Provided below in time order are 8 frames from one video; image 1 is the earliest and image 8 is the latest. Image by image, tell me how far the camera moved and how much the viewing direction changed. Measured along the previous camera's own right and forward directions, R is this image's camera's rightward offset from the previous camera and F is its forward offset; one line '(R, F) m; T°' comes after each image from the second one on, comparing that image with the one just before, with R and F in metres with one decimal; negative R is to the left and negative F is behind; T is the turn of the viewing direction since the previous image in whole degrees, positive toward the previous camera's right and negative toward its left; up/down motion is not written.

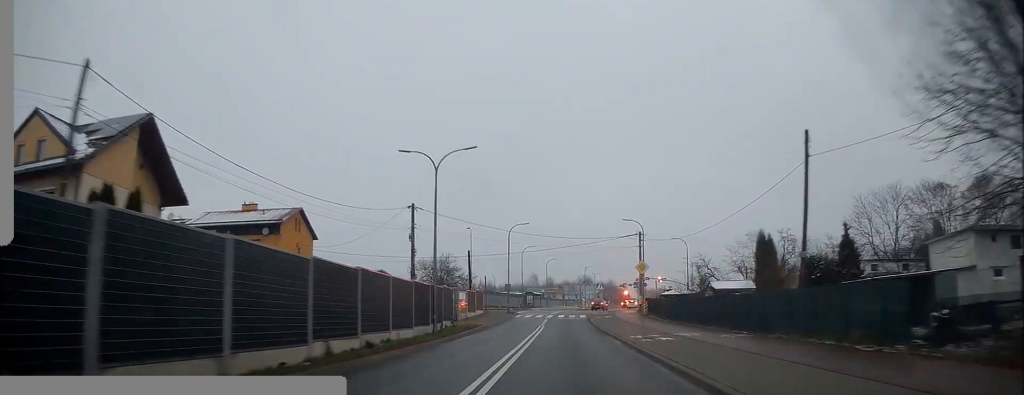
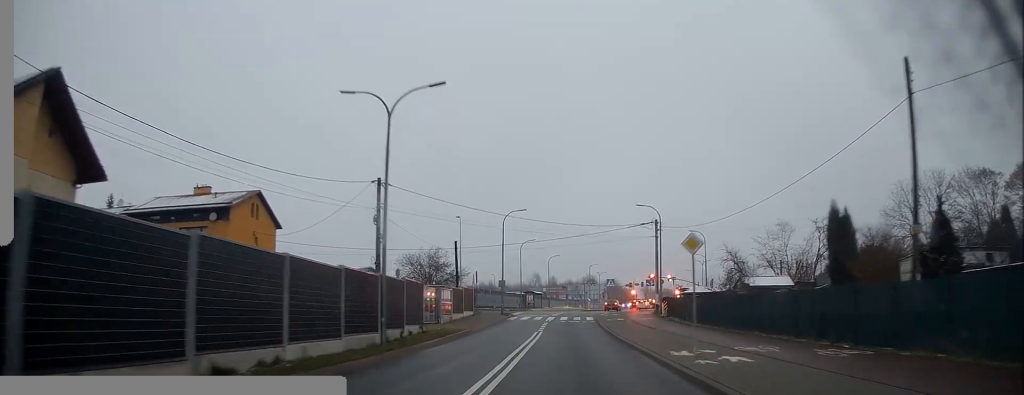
(0.0, +8.7) m; 0°
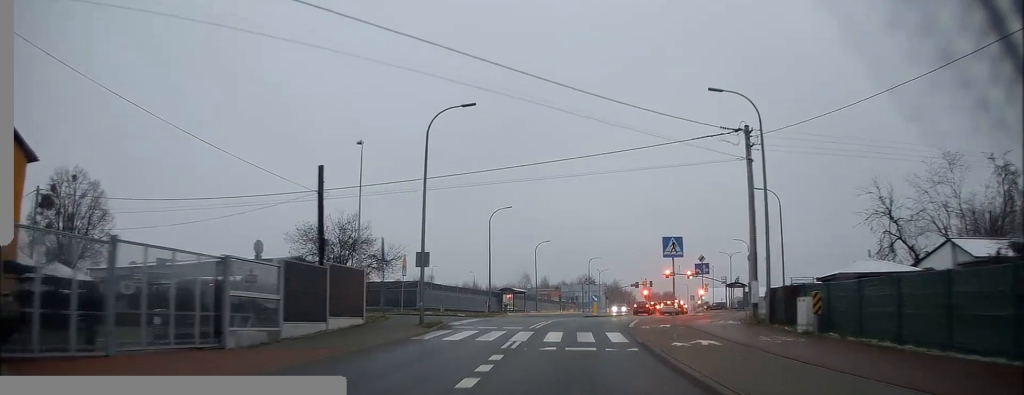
(0.0, +28.1) m; +1°
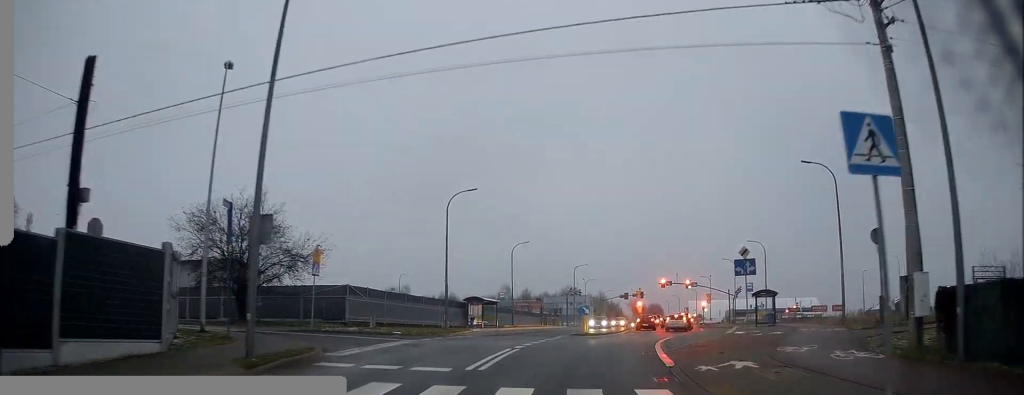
(+0.3, +13.2) m; +2°
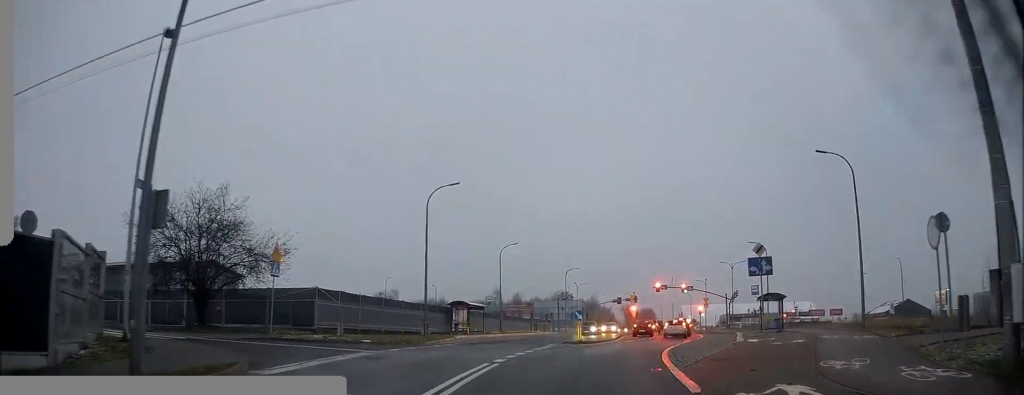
(0.0, +3.5) m; 0°
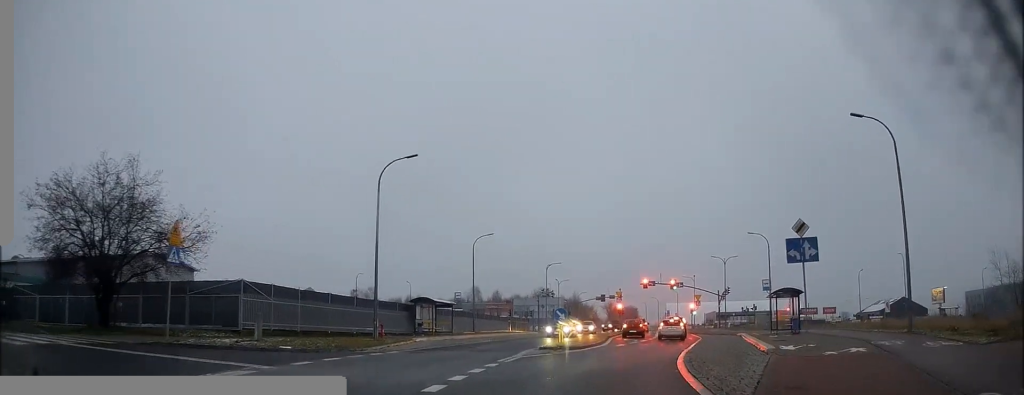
(0.0, +6.0) m; +1°
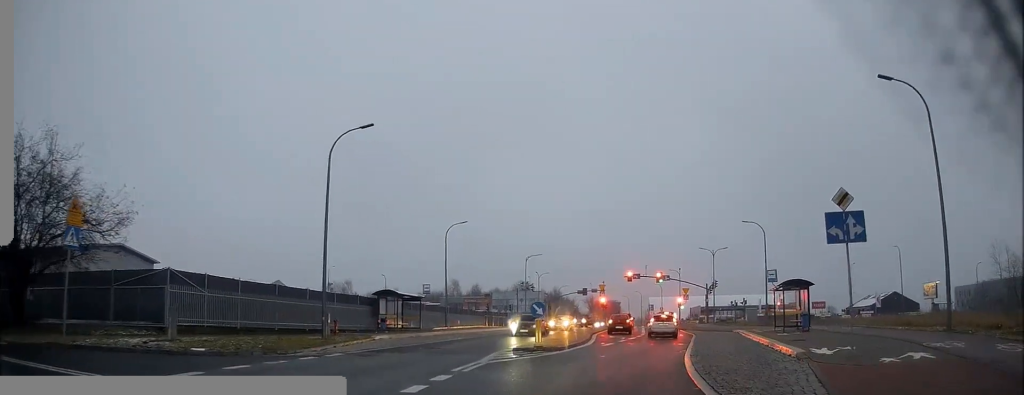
(0.0, +4.1) m; +1°
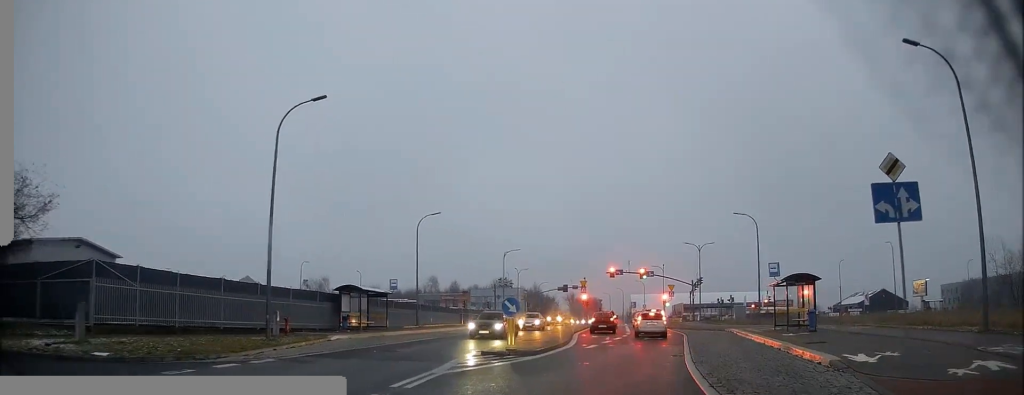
(+0.1, +3.3) m; +2°
